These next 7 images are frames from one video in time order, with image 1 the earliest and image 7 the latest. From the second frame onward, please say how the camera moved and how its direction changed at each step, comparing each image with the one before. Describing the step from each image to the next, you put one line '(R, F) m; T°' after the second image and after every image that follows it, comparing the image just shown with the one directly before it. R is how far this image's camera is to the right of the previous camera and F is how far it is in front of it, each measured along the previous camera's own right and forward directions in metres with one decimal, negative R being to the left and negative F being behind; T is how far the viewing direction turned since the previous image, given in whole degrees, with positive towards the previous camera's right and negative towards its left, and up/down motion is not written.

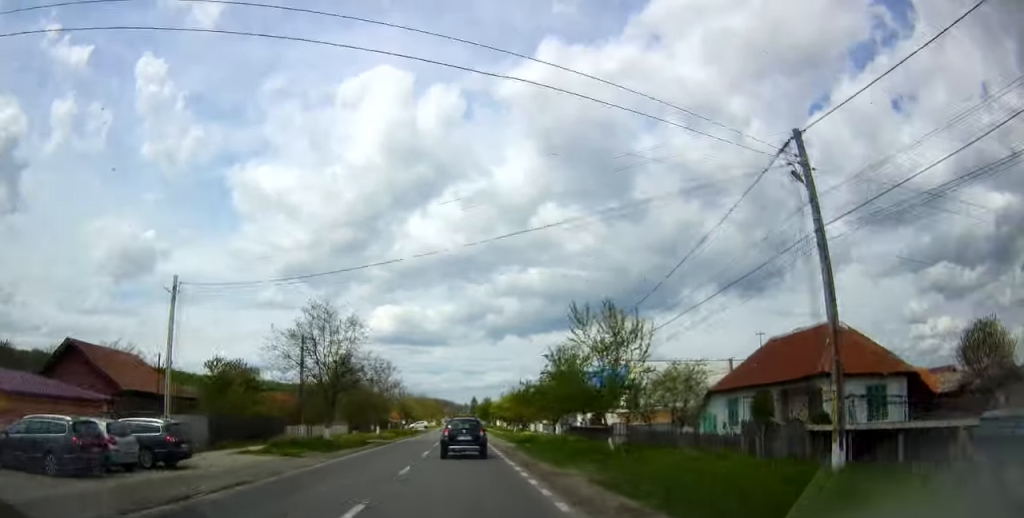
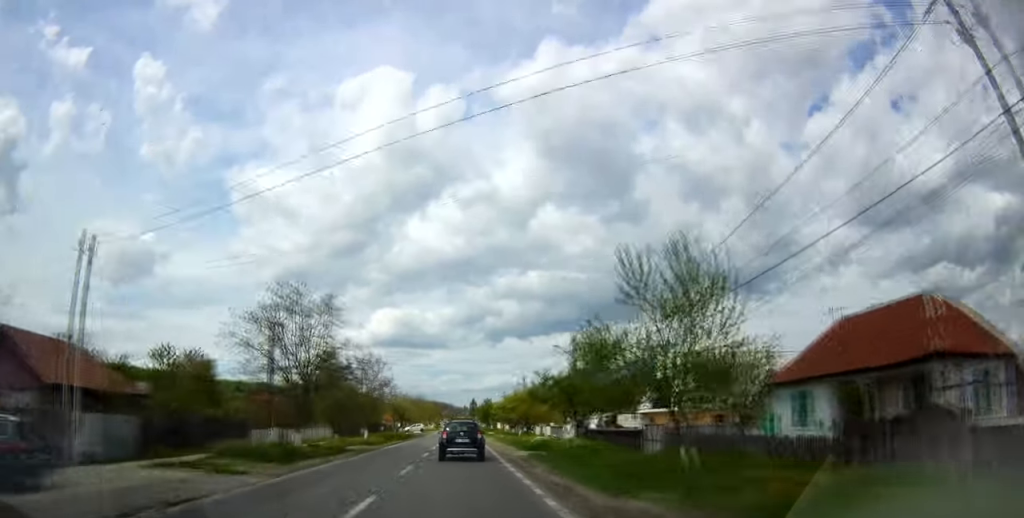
(0.0, +7.8) m; +1°
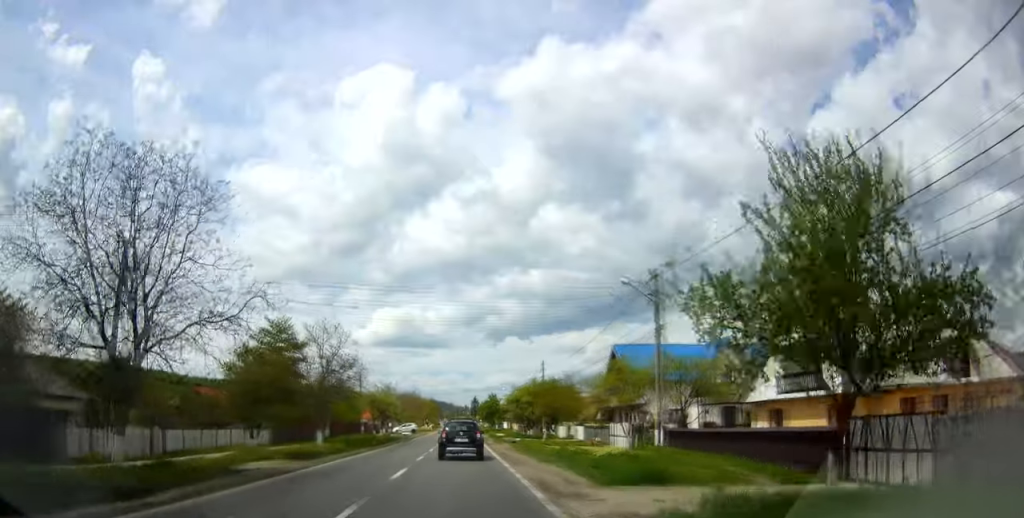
(+0.1, +19.3) m; -2°
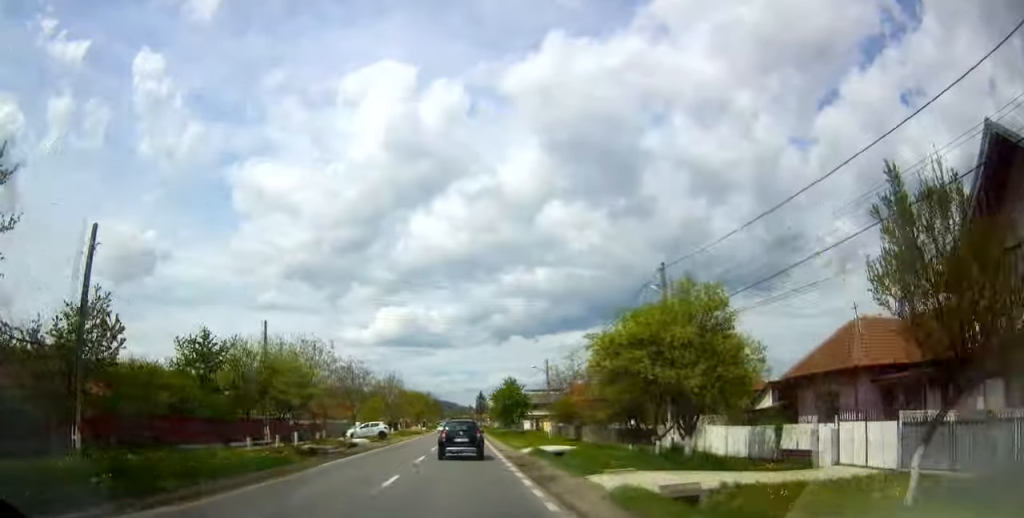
(-0.5, +37.5) m; +1°
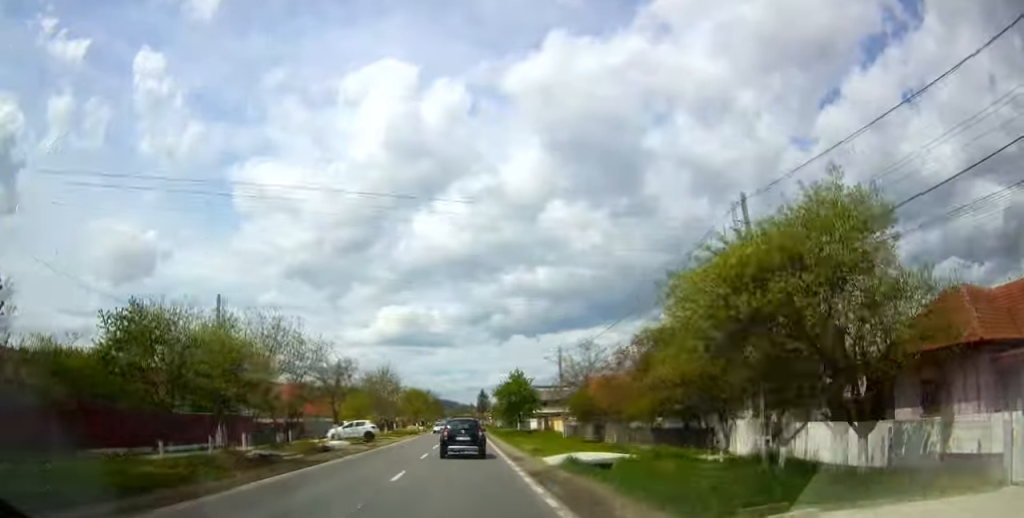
(+0.1, +7.9) m; 0°
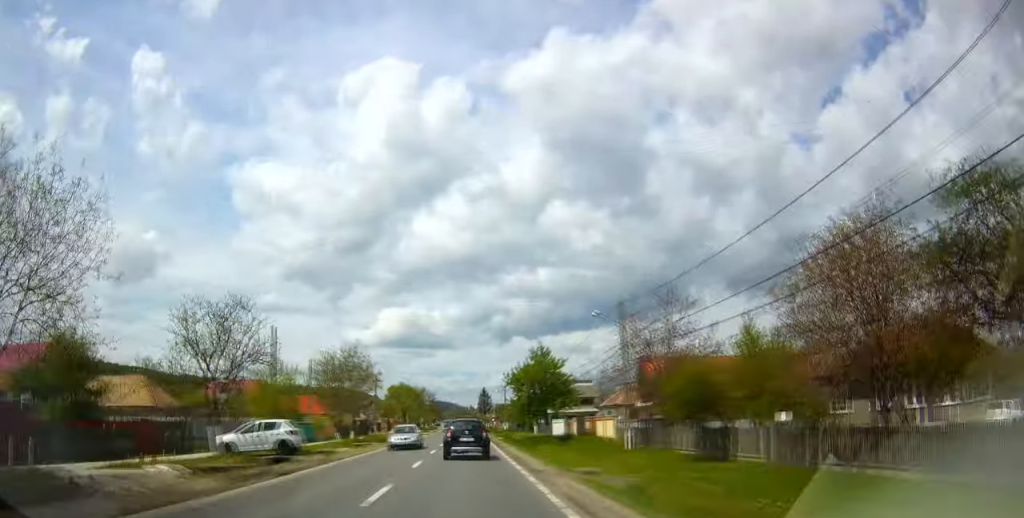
(-0.1, +21.6) m; -1°
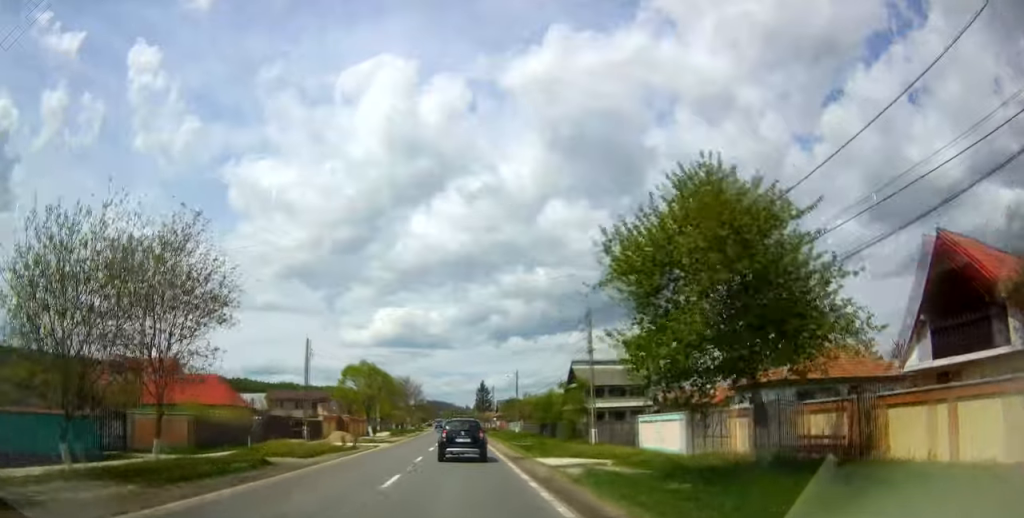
(-0.5, +32.7) m; 0°
